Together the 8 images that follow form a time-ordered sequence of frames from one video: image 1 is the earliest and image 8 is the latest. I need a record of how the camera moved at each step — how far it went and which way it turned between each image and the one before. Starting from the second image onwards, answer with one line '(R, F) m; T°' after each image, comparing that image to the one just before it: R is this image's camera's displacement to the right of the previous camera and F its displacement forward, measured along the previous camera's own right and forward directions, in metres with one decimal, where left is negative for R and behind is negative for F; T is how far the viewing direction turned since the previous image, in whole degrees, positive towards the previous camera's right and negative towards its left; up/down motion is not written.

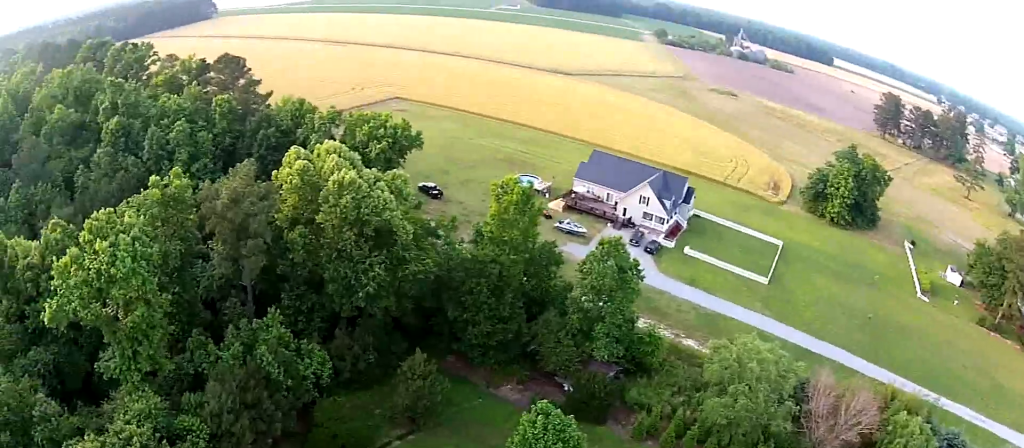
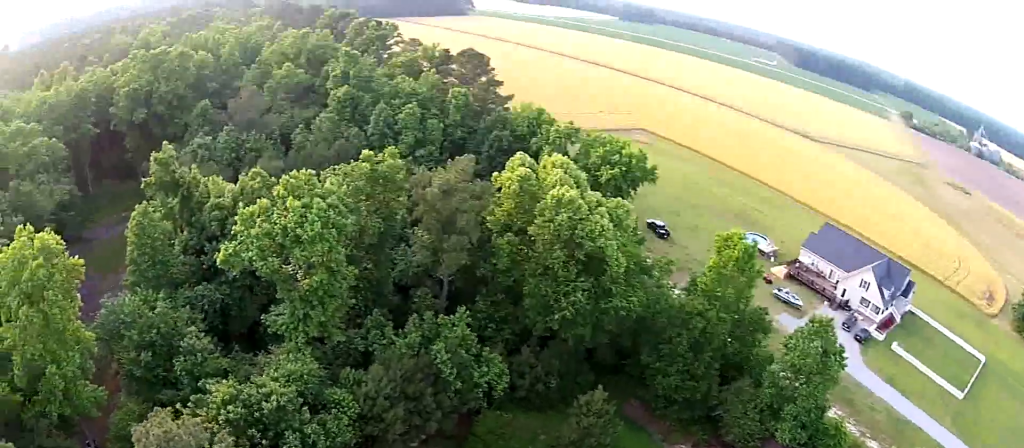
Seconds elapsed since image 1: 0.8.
(+0.1, +2.3) m; -19°
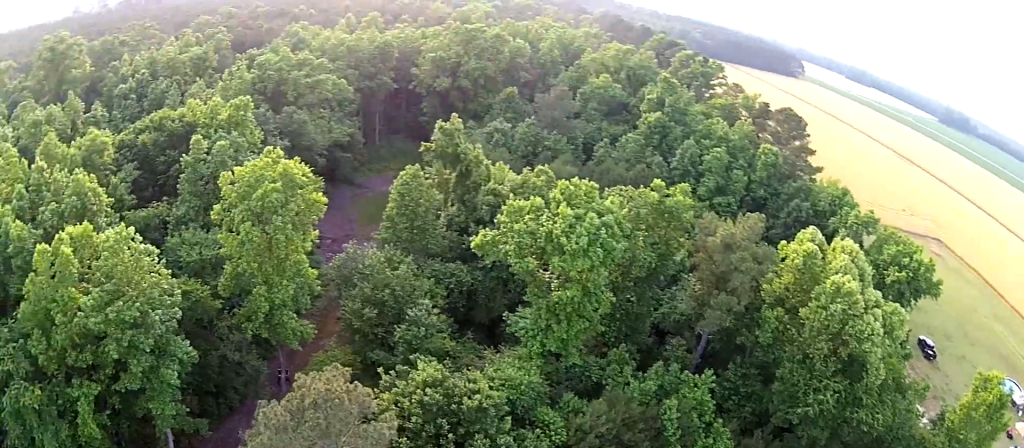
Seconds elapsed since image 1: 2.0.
(-1.3, +2.3) m; -54°
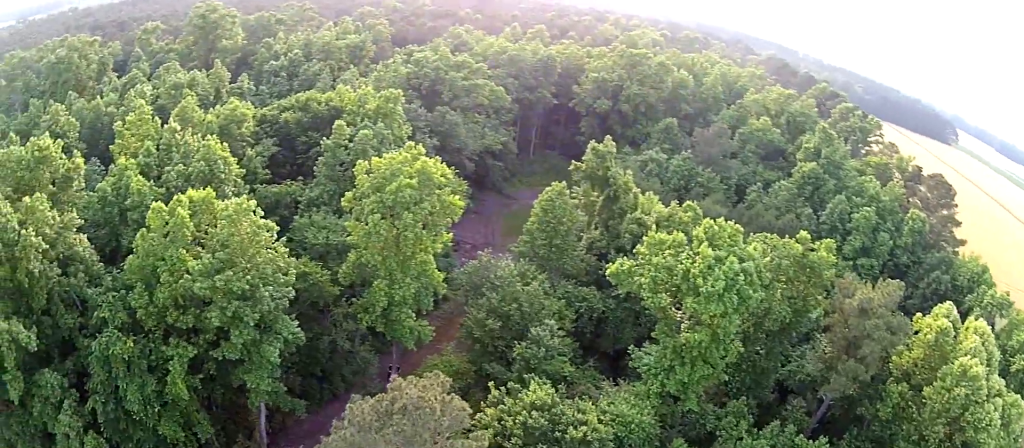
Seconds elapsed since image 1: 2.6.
(-0.6, +1.4) m; -17°
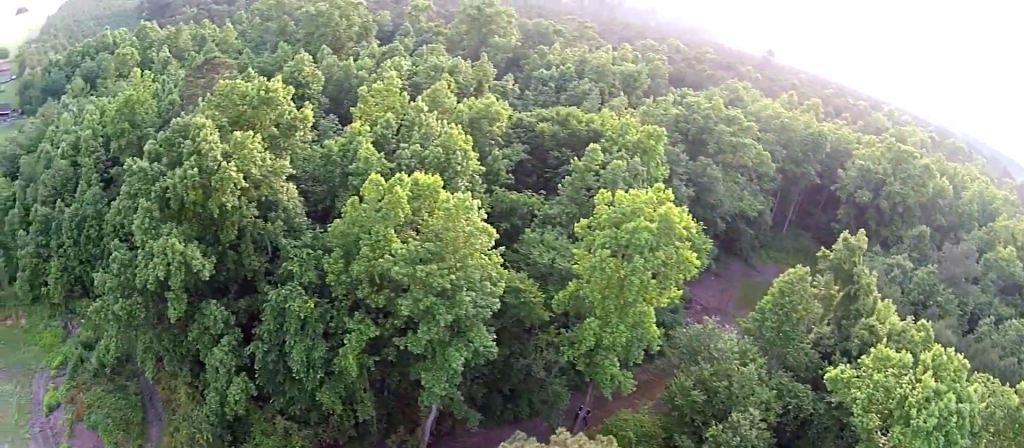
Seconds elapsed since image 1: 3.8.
(-0.3, +3.0) m; -30°
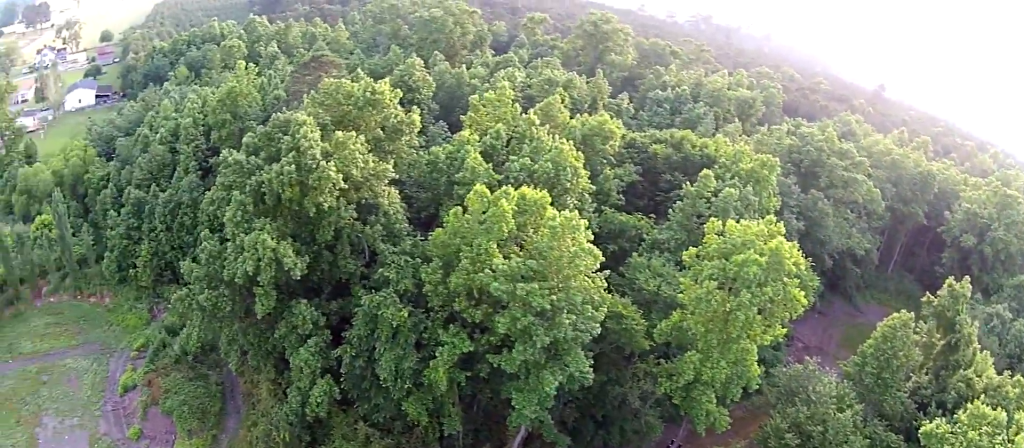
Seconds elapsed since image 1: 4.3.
(-0.5, +1.3) m; -19°
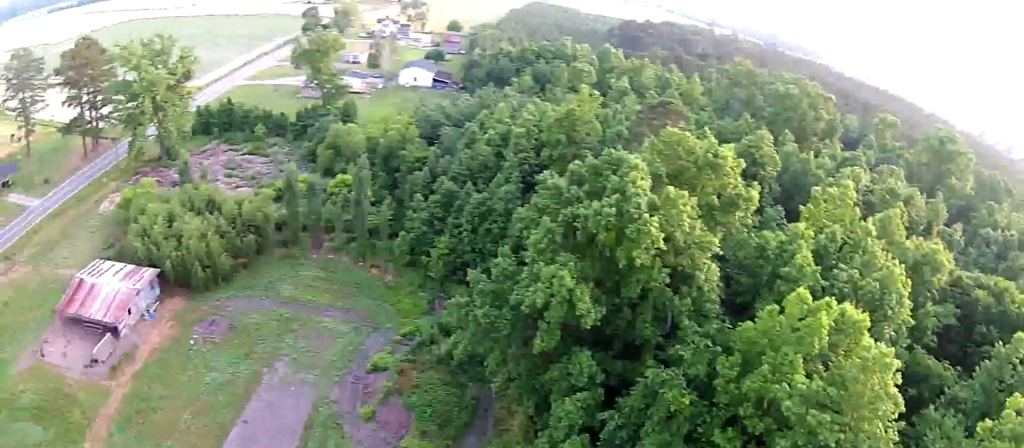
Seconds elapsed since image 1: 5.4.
(-1.2, +3.1) m; -36°
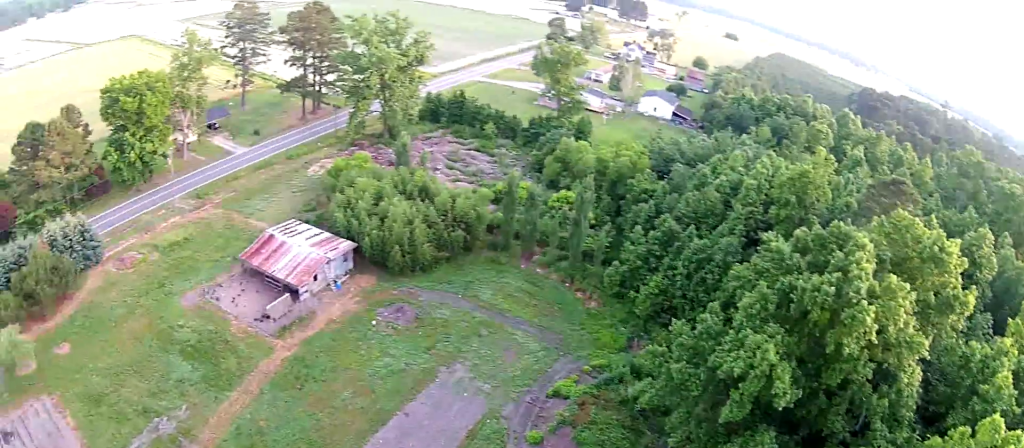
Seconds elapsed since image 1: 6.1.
(-0.4, +2.3) m; -15°
